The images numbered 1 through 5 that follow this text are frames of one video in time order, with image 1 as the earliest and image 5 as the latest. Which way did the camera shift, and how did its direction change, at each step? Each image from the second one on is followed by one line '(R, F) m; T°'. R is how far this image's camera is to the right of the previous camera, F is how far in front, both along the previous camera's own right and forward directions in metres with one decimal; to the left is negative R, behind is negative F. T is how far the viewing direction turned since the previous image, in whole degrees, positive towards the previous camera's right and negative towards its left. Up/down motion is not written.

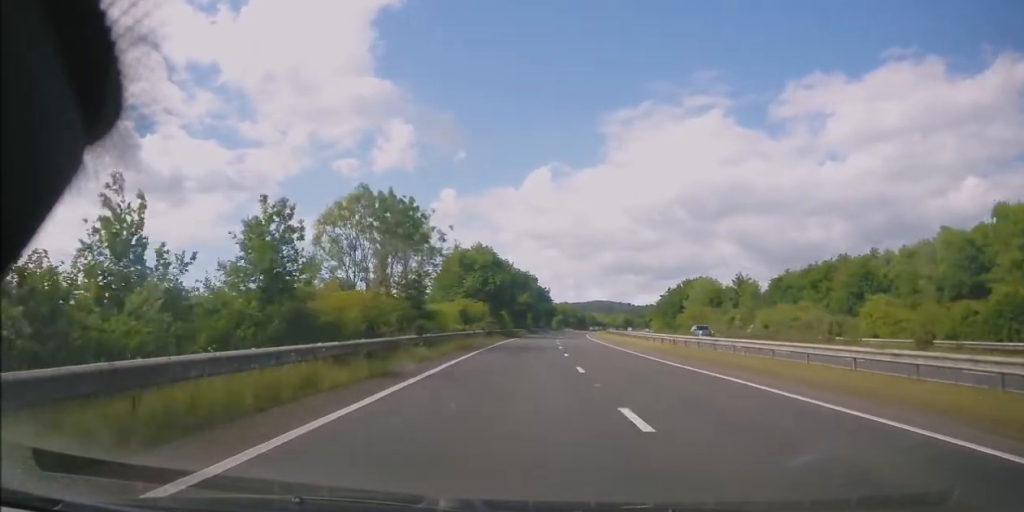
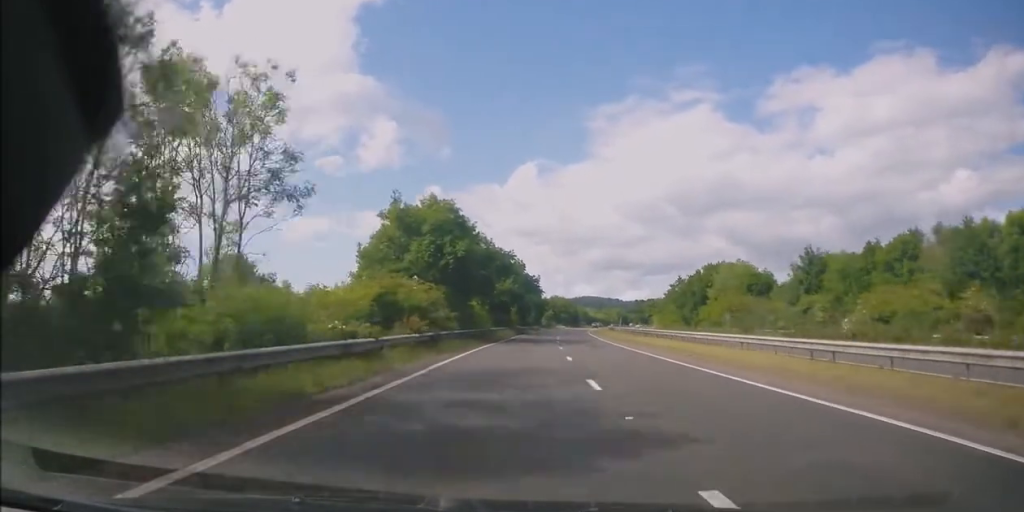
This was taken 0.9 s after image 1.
(+0.3, +22.9) m; +1°
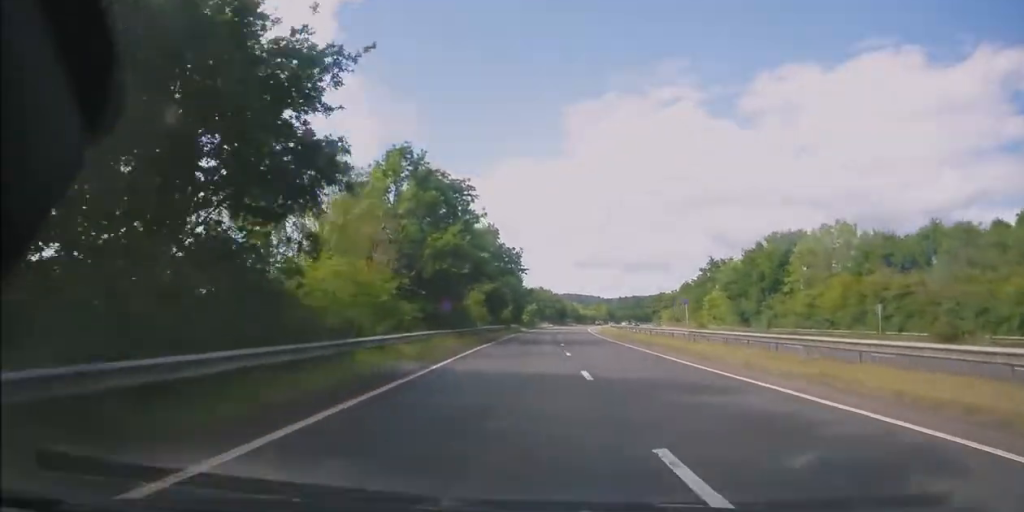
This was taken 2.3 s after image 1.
(+0.3, +35.1) m; +1°
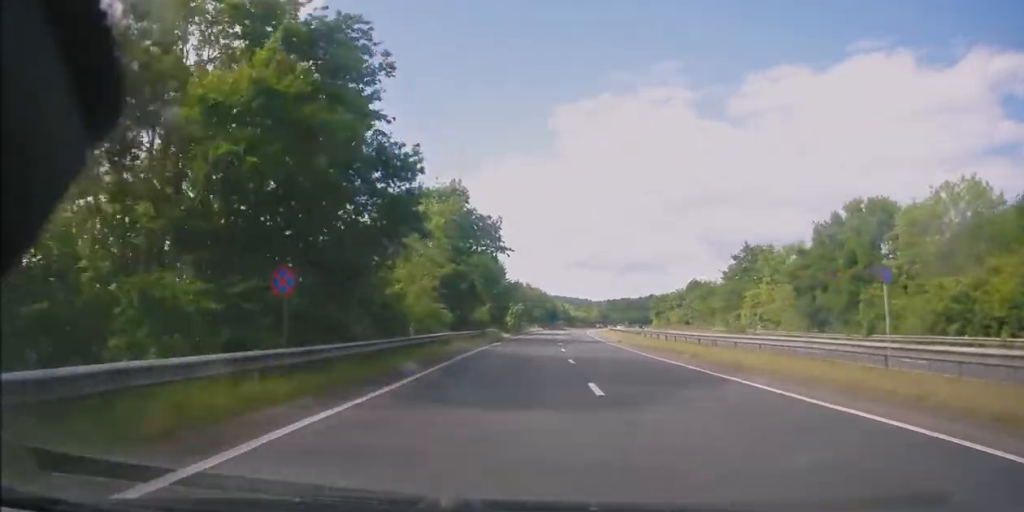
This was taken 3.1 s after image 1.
(+0.2, +20.9) m; +1°
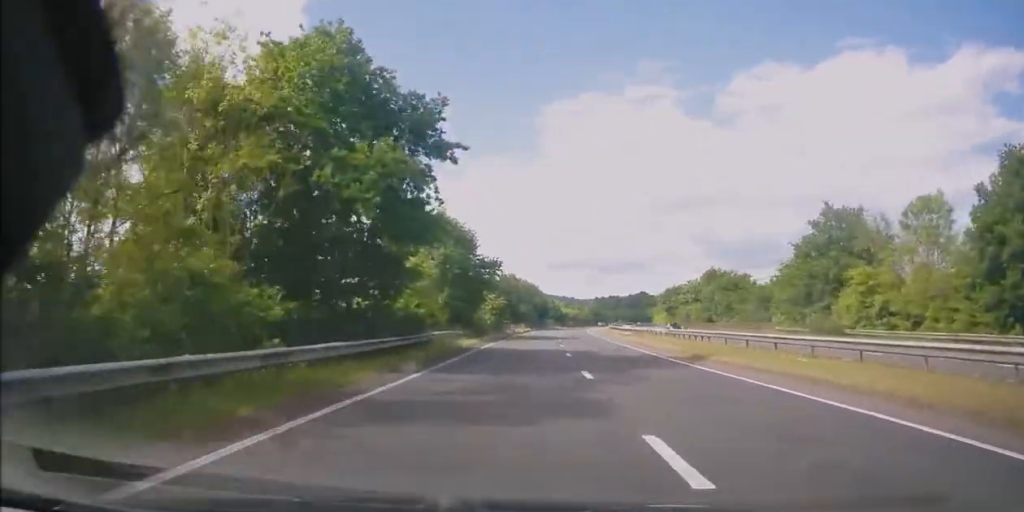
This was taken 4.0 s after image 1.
(+0.4, +24.6) m; +1°
